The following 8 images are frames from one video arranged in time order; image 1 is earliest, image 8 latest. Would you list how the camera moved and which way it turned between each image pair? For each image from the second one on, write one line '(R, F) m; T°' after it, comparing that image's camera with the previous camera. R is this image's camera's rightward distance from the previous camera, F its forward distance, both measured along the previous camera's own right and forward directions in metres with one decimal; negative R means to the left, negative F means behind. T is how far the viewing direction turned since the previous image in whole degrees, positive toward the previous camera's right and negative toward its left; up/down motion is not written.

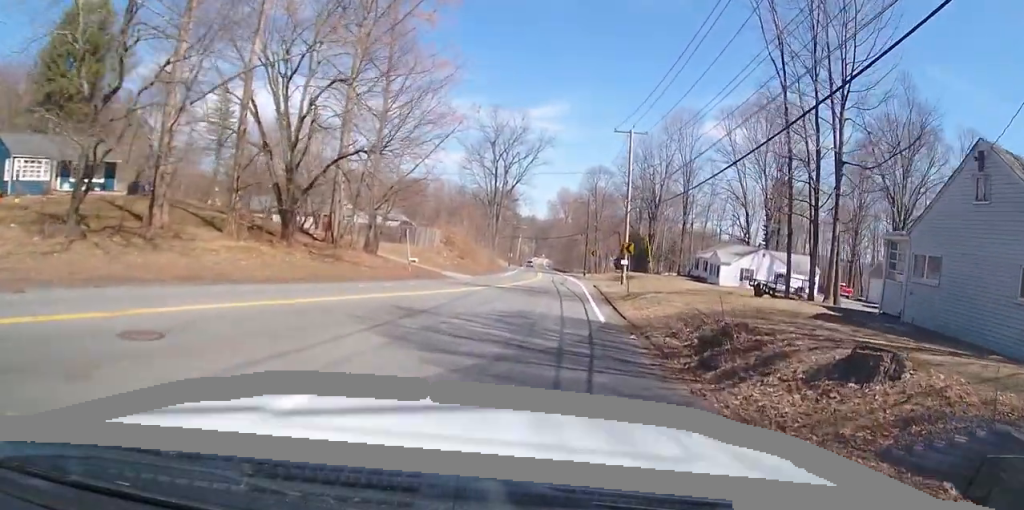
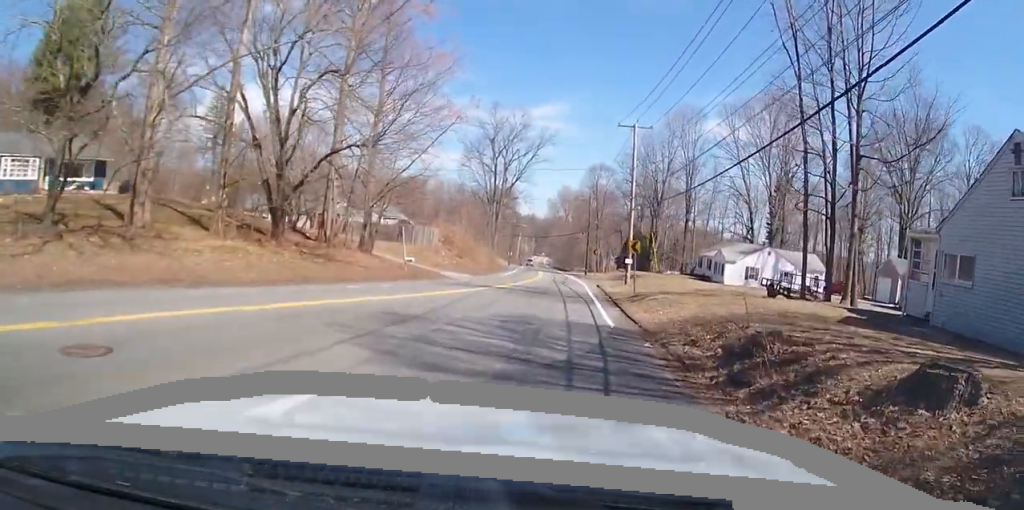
(0.0, +2.2) m; 0°
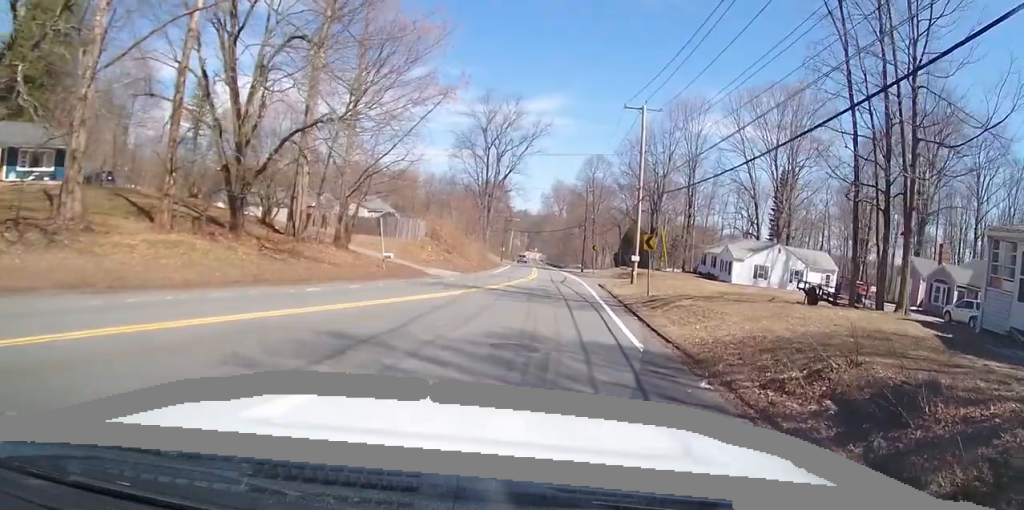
(+0.2, +4.7) m; +4°
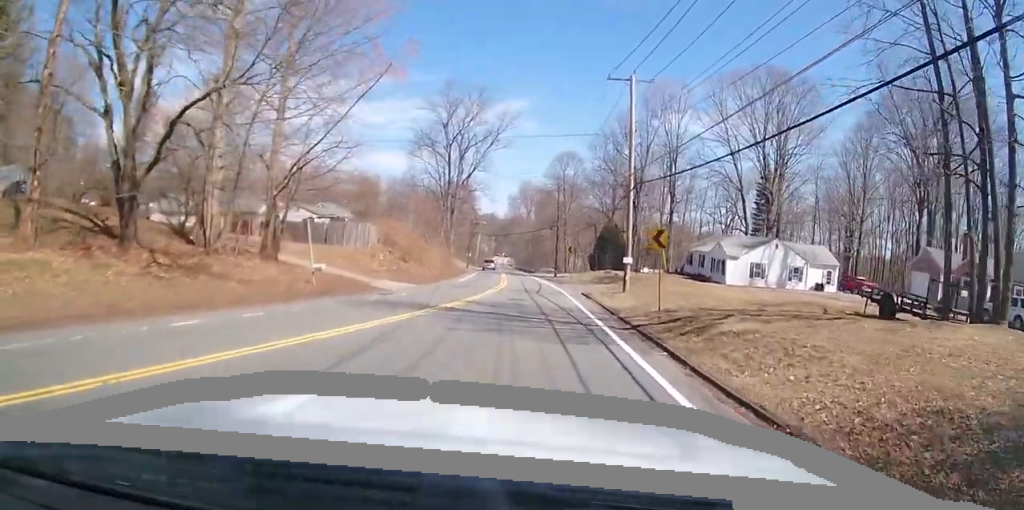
(+0.1, +5.7) m; +2°
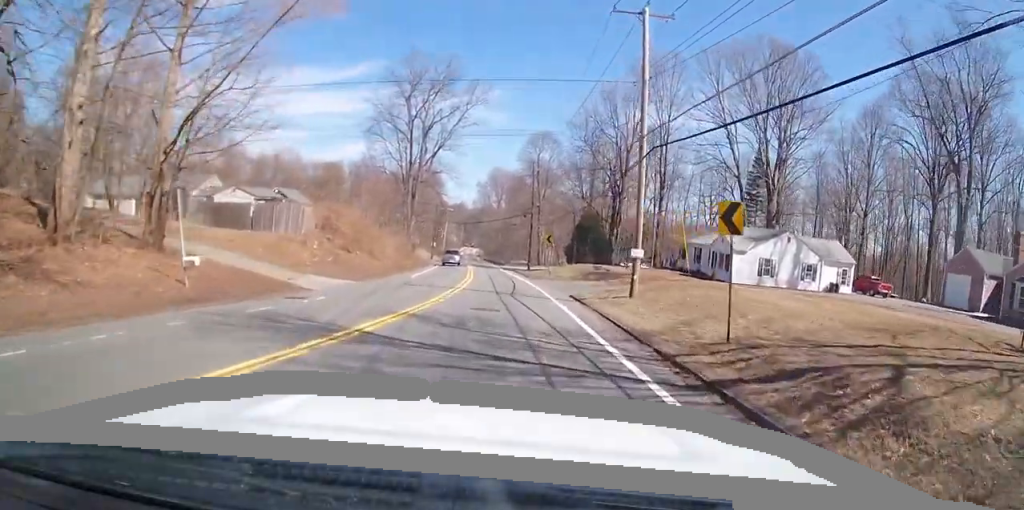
(+0.1, +6.5) m; +4°
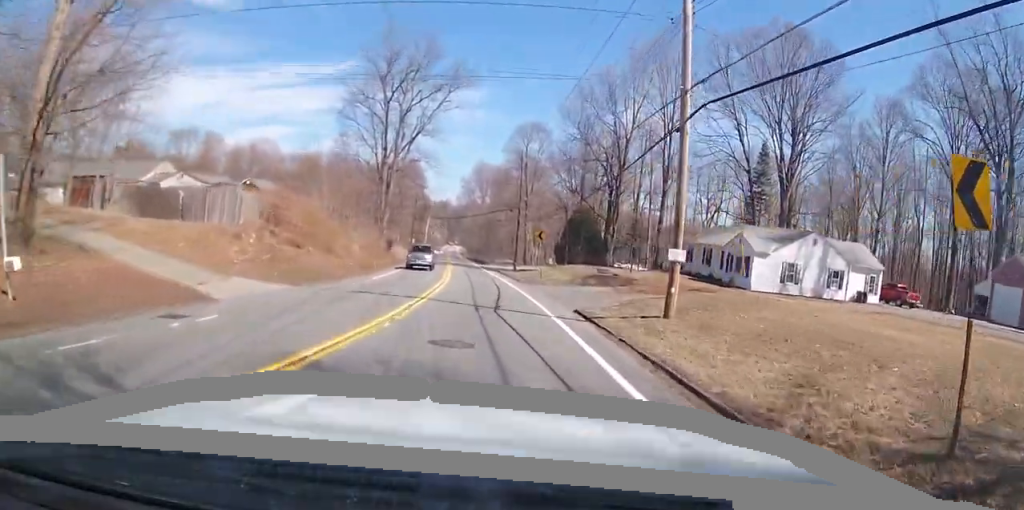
(+0.1, +5.3) m; +4°
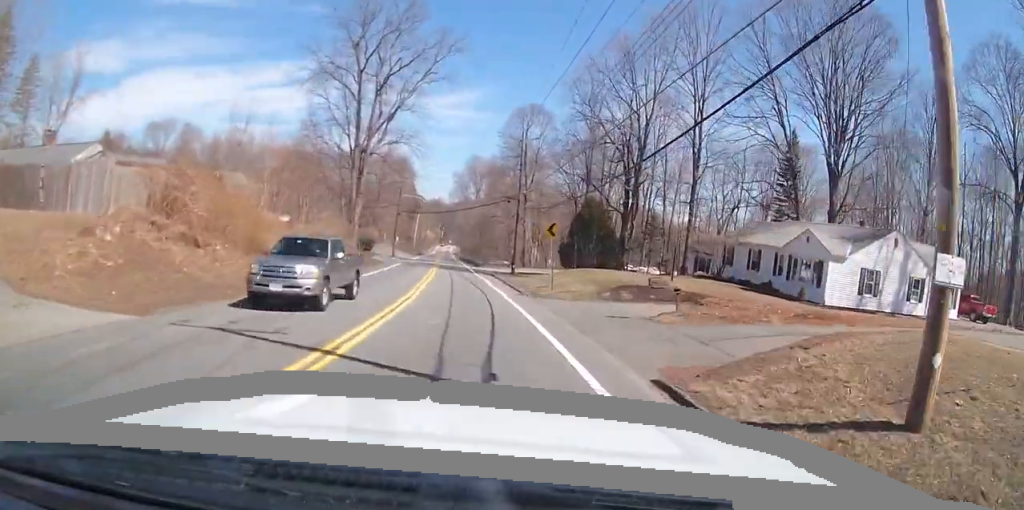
(+0.5, +8.6) m; -1°
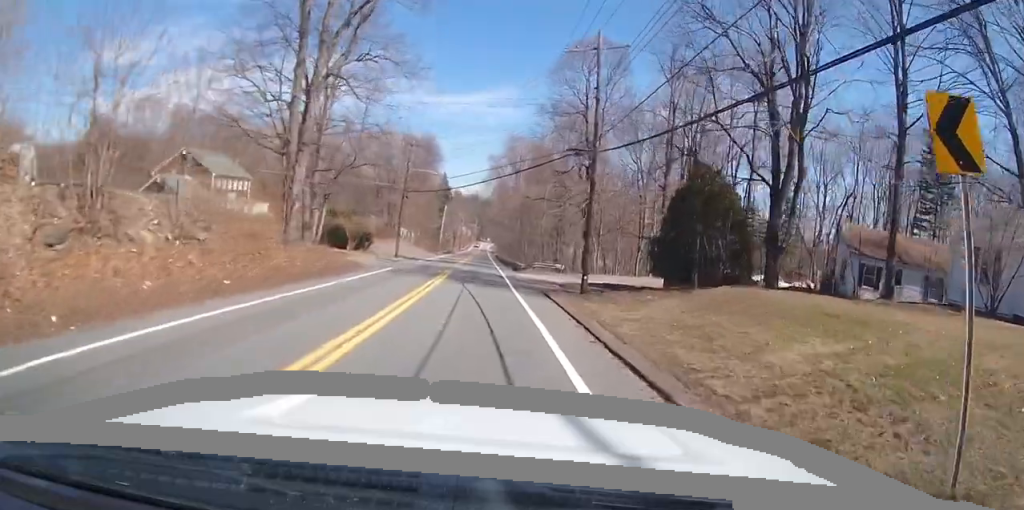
(-0.6, +20.4) m; 0°
